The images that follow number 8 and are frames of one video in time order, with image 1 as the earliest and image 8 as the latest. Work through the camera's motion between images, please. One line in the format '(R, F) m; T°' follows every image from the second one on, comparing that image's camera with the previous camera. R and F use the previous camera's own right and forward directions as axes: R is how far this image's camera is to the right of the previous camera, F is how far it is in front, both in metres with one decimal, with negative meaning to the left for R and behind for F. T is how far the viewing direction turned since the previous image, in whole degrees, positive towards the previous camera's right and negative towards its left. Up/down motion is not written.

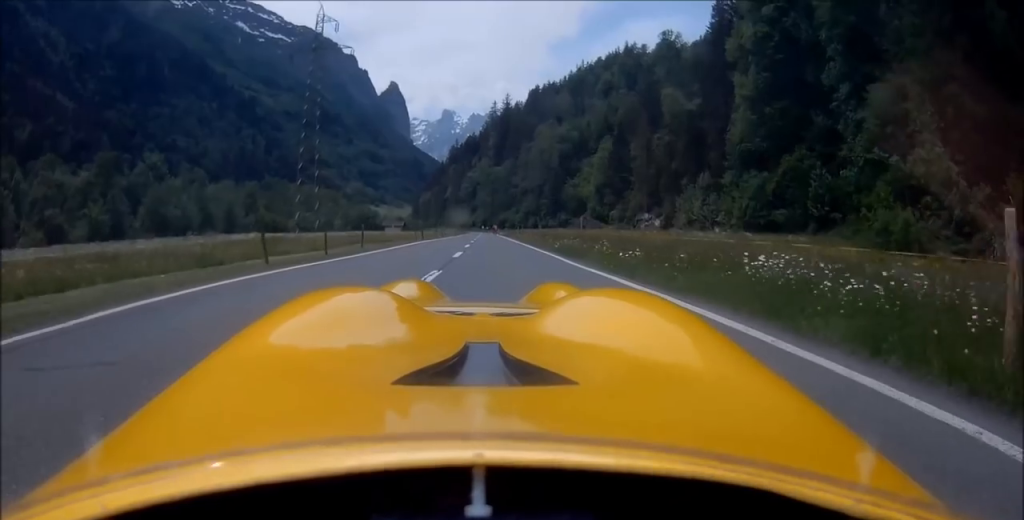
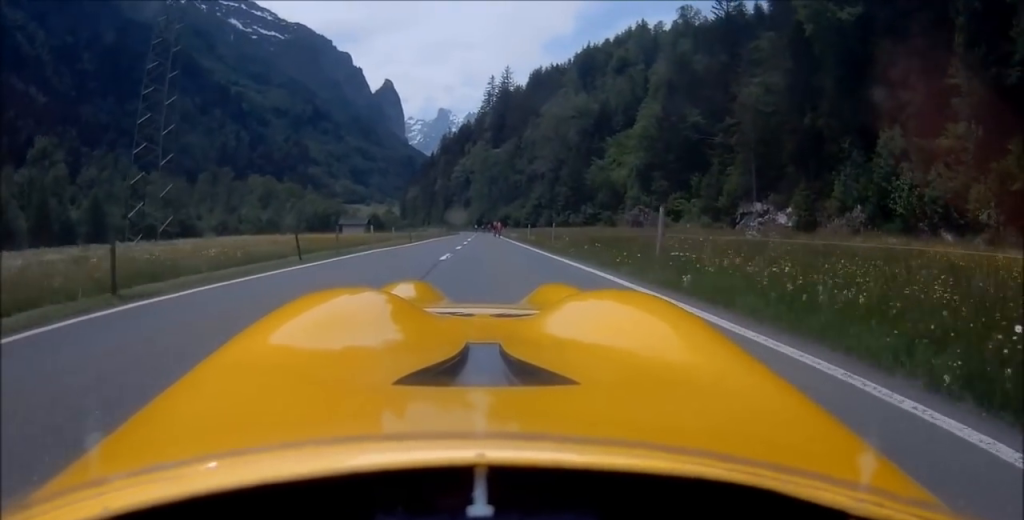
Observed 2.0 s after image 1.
(-0.2, +46.1) m; -1°
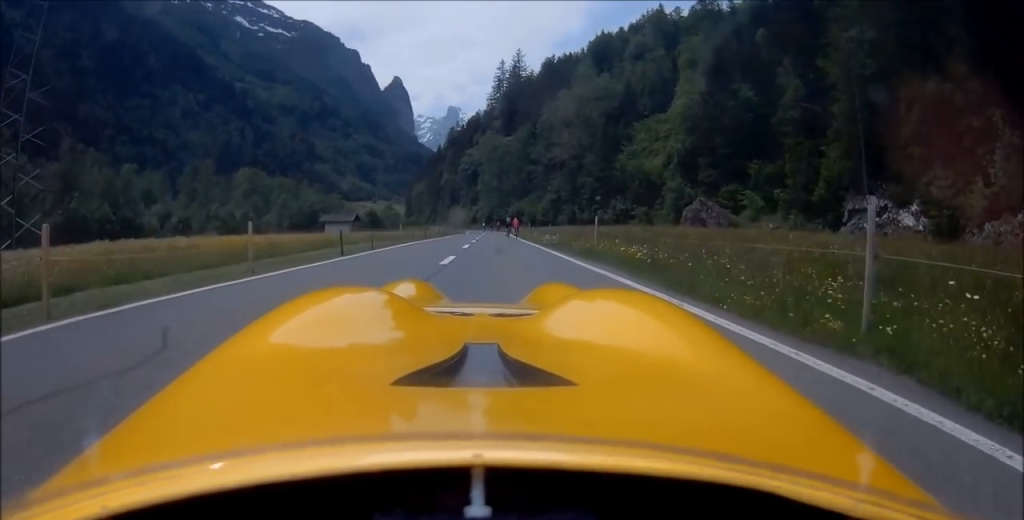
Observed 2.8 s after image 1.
(0.0, +19.2) m; 0°
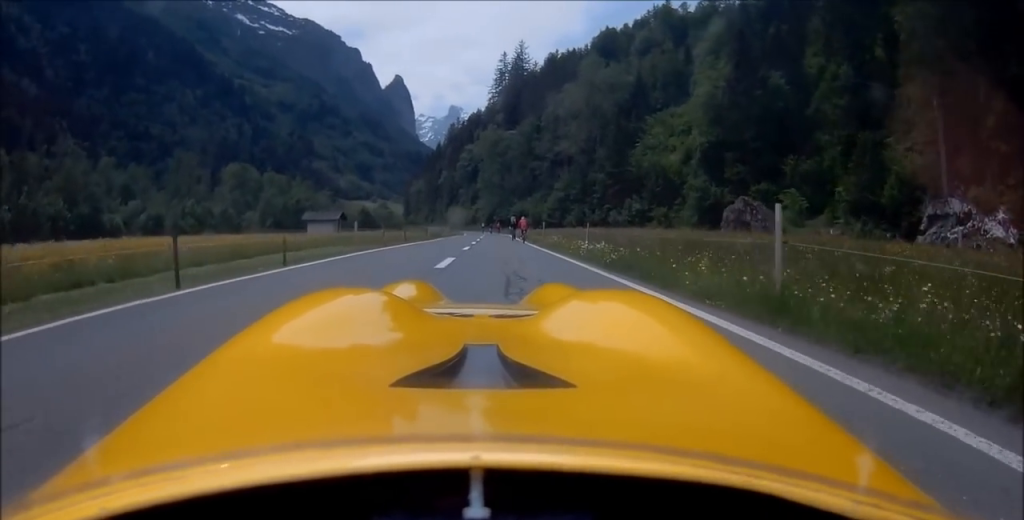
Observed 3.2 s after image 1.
(0.0, +10.0) m; +1°
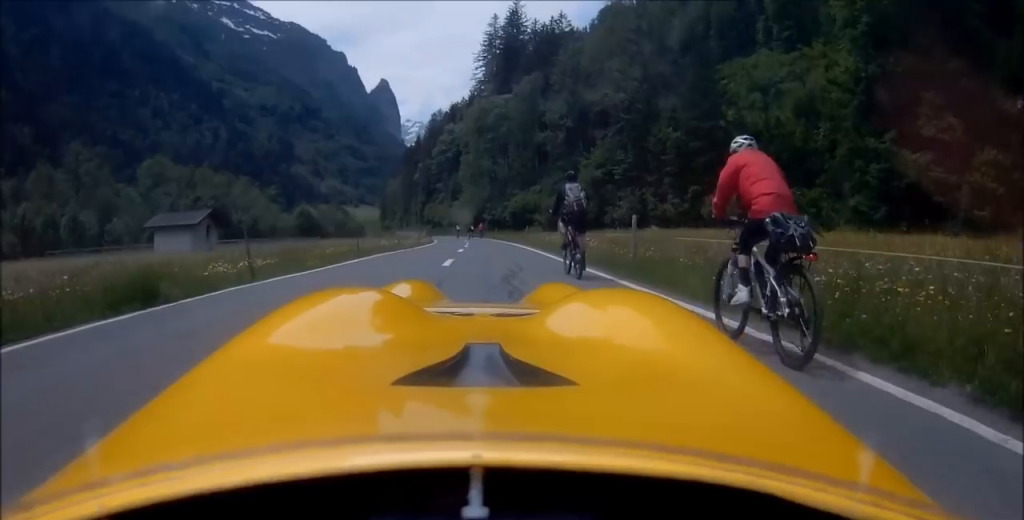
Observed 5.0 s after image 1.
(+1.1, +41.1) m; +3°
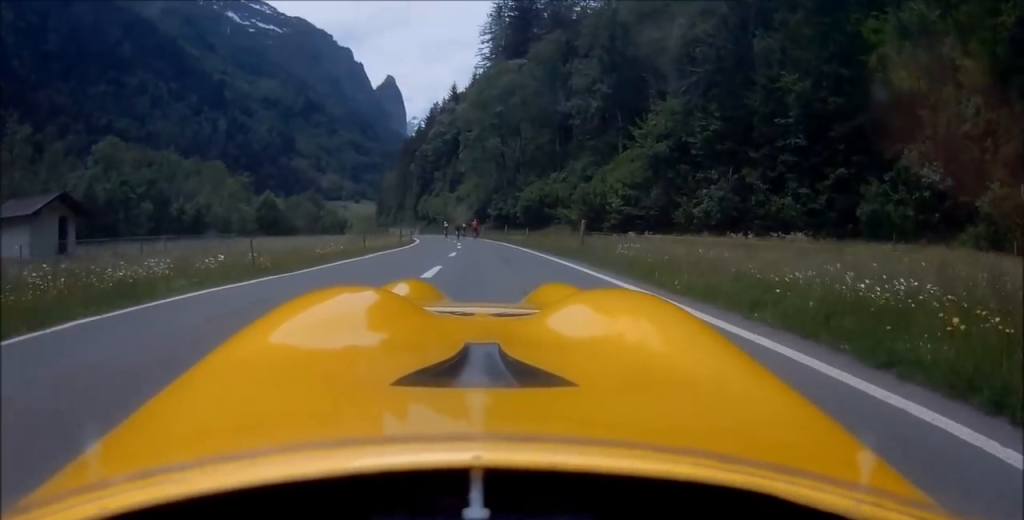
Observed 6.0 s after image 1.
(+0.3, +20.7) m; -2°
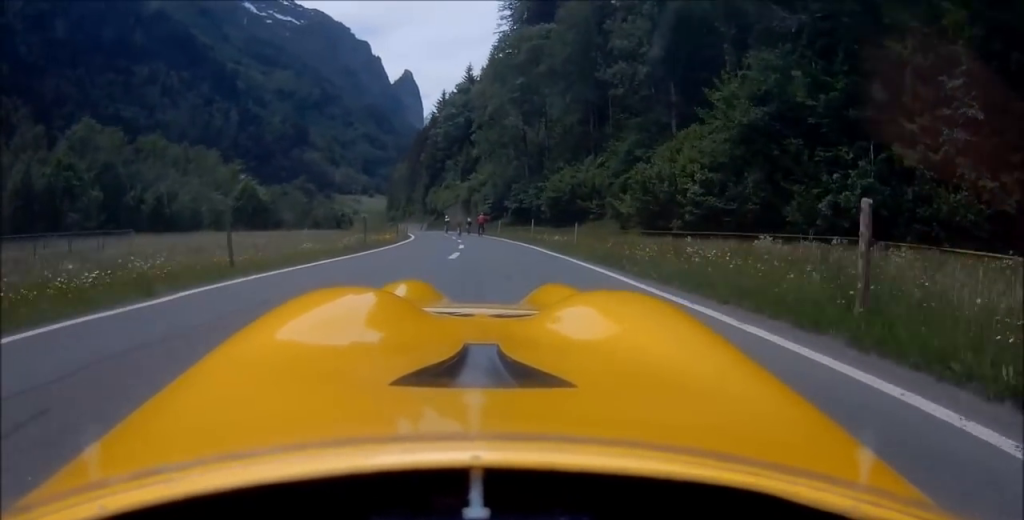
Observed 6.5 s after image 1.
(-0.5, +13.1) m; -2°
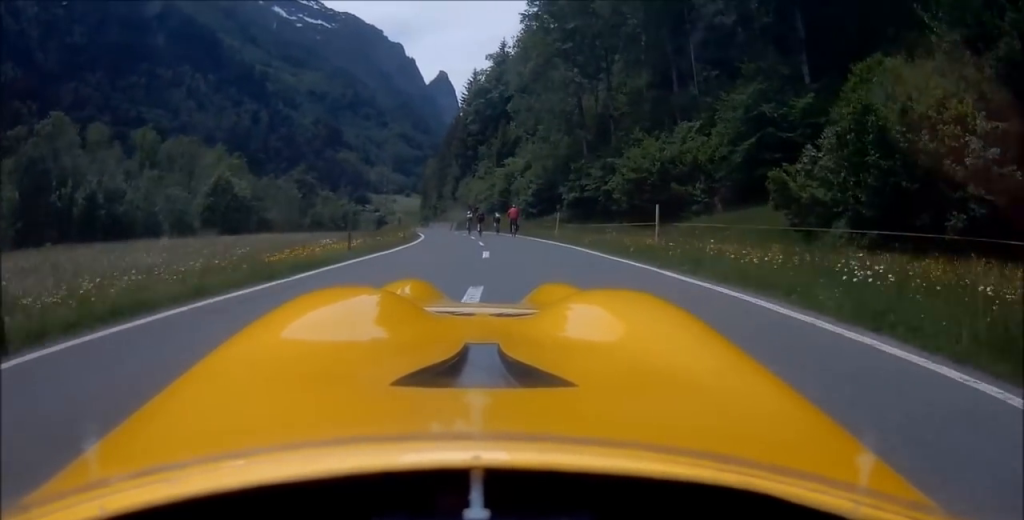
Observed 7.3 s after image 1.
(-0.5, +17.6) m; -3°
